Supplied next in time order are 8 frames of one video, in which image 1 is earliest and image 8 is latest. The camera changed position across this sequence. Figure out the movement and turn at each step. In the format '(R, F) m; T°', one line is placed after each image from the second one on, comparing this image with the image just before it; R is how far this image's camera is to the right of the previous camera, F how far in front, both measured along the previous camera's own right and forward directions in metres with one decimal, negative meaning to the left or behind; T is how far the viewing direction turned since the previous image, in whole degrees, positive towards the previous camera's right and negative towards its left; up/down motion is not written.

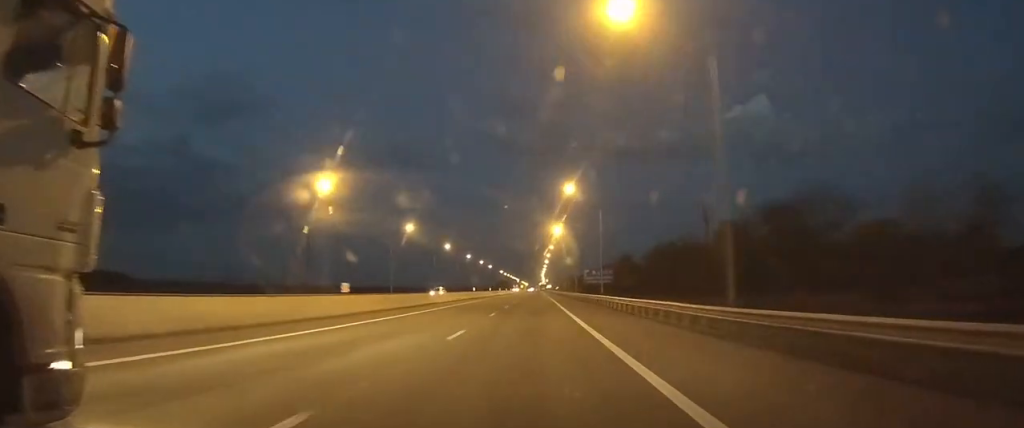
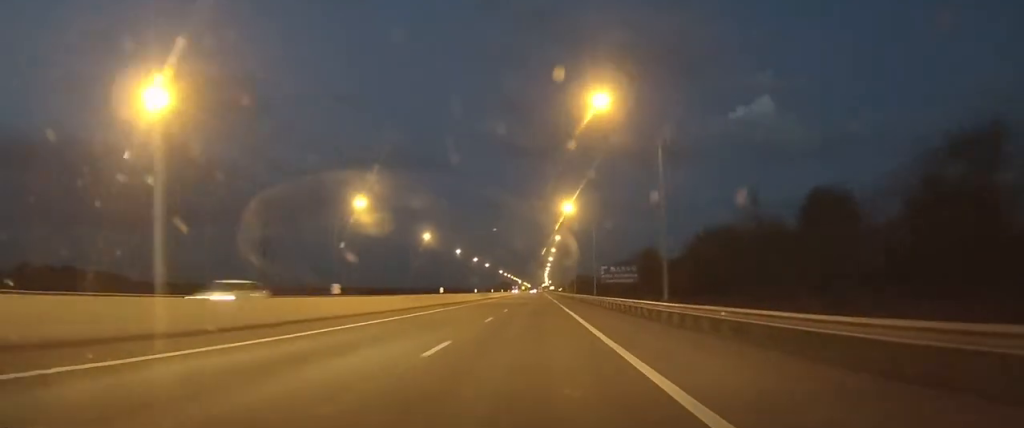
(0.0, +20.2) m; 0°
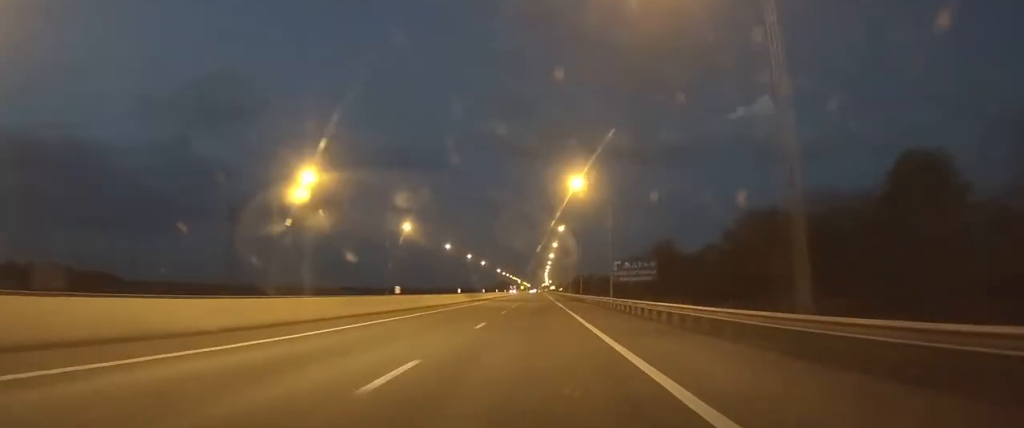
(0.0, +11.3) m; 0°
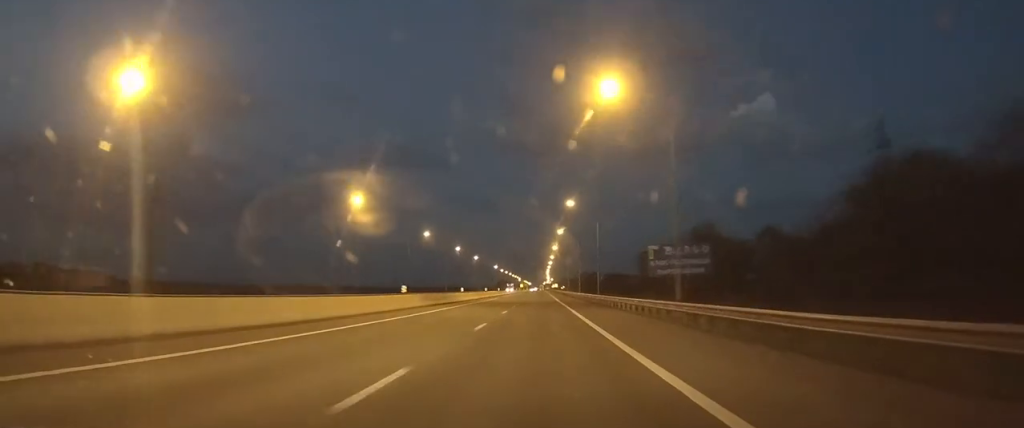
(0.0, +19.8) m; 0°
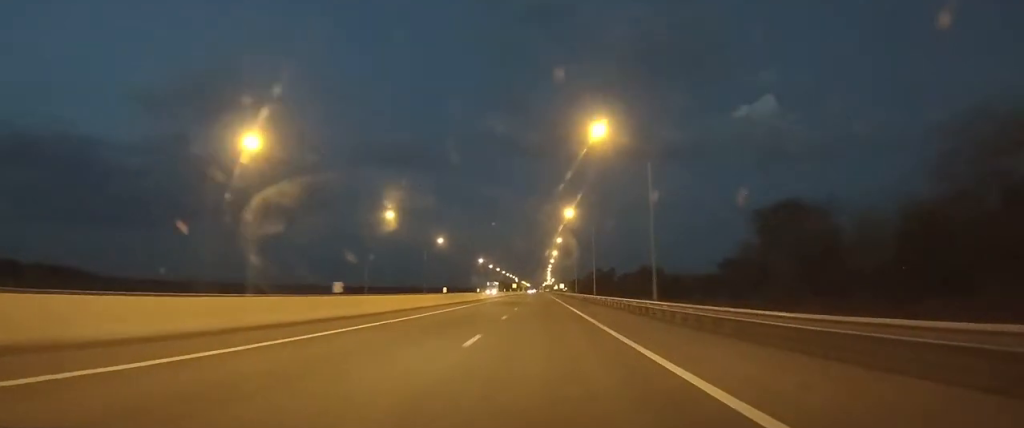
(-0.1, +64.0) m; 0°
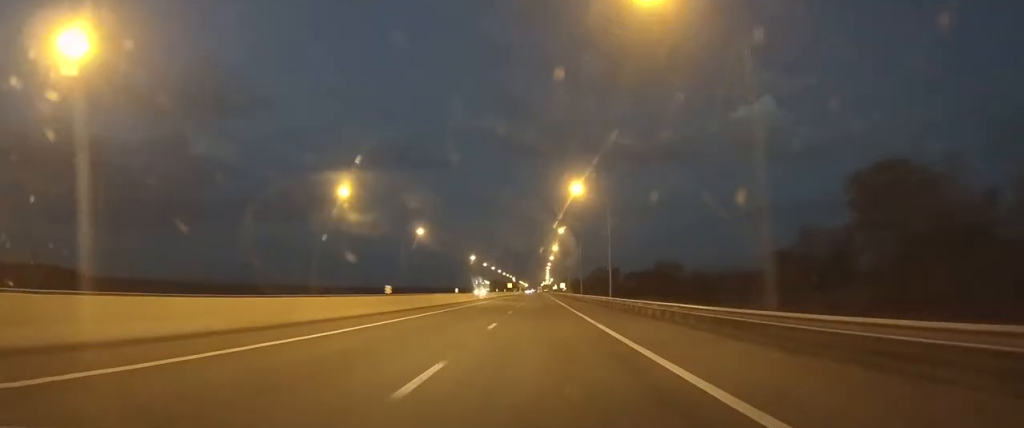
(-0.1, +21.6) m; 0°
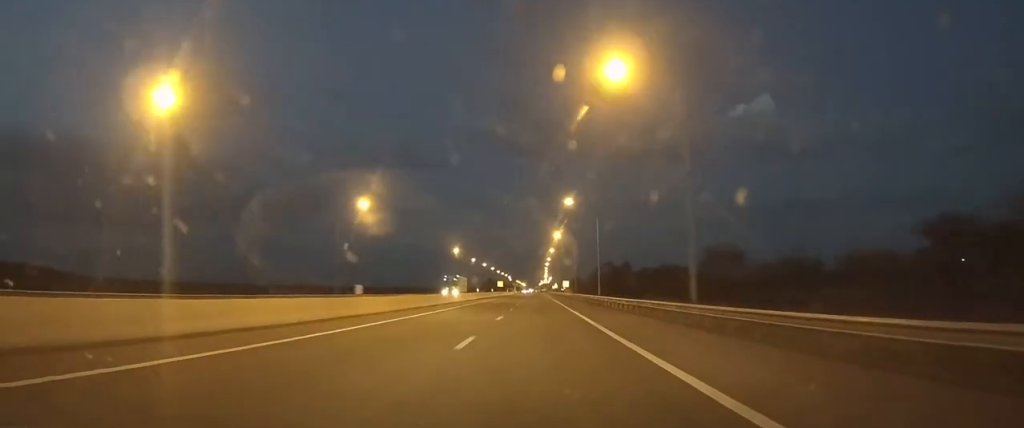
(-0.1, +38.9) m; 0°
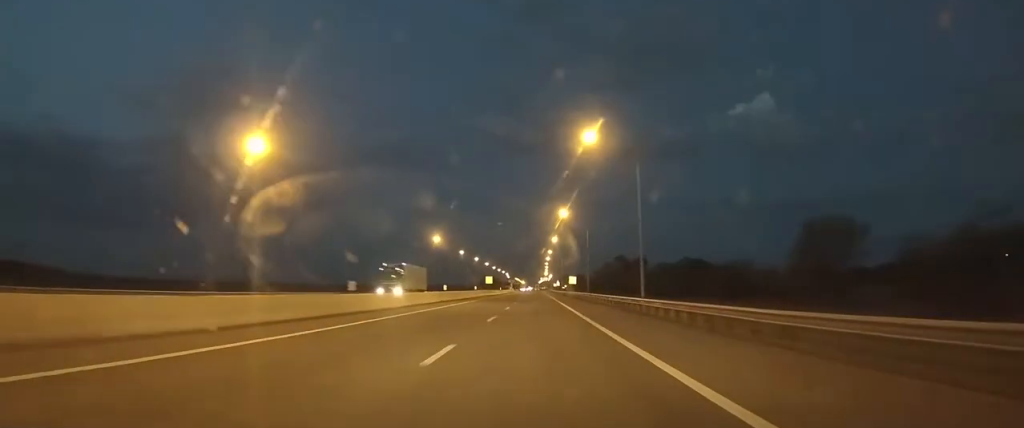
(0.0, +34.1) m; 0°
